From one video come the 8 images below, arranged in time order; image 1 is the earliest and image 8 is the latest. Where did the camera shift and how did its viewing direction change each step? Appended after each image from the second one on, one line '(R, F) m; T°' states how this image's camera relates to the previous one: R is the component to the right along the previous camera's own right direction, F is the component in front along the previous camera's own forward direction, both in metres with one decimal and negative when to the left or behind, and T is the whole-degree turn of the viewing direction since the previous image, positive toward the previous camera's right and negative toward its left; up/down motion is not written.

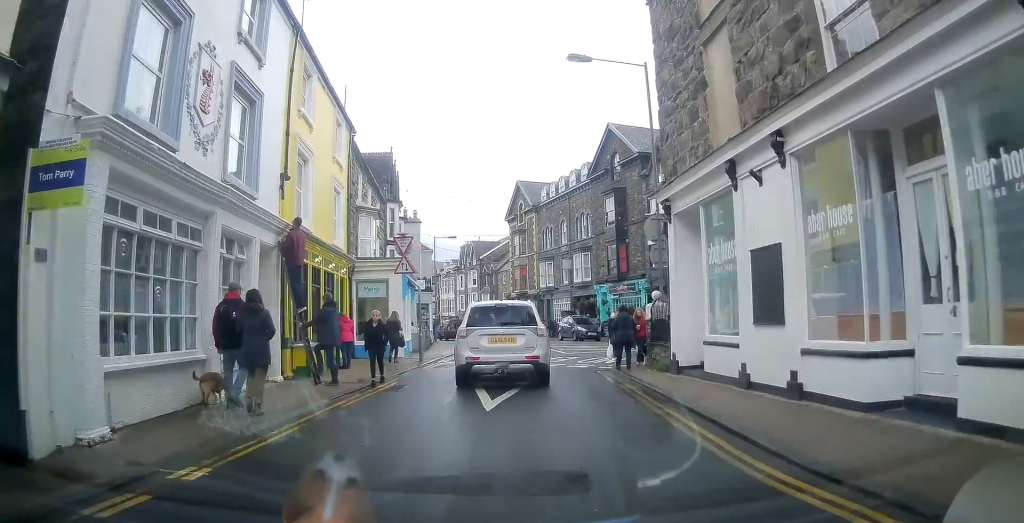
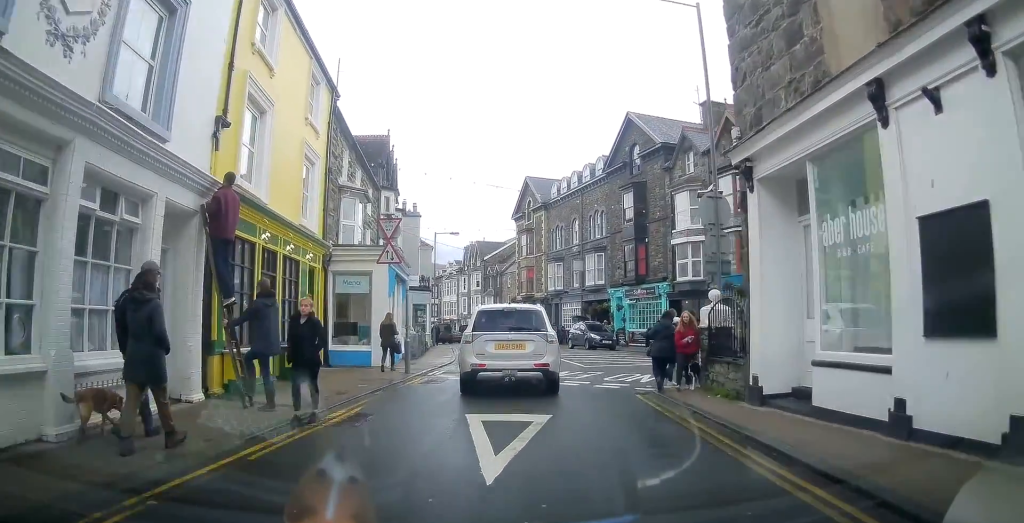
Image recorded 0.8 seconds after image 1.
(+0.1, +3.9) m; -1°
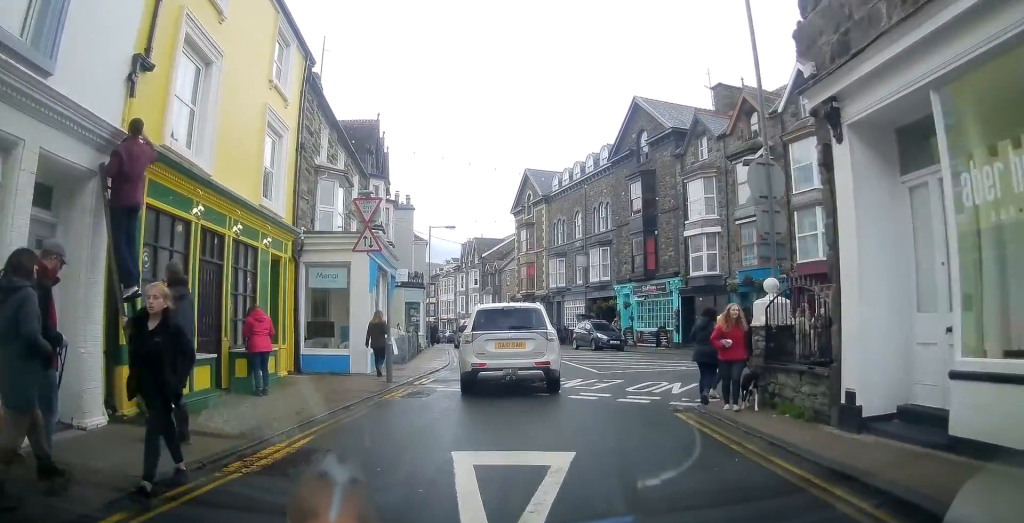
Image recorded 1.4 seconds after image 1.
(0.0, +2.6) m; -1°
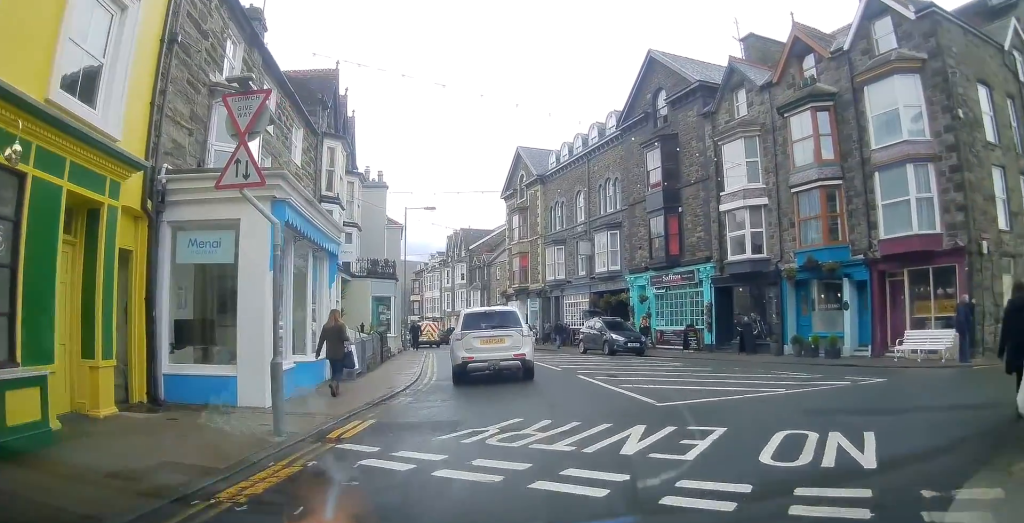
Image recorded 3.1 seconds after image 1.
(0.0, +6.5) m; +2°
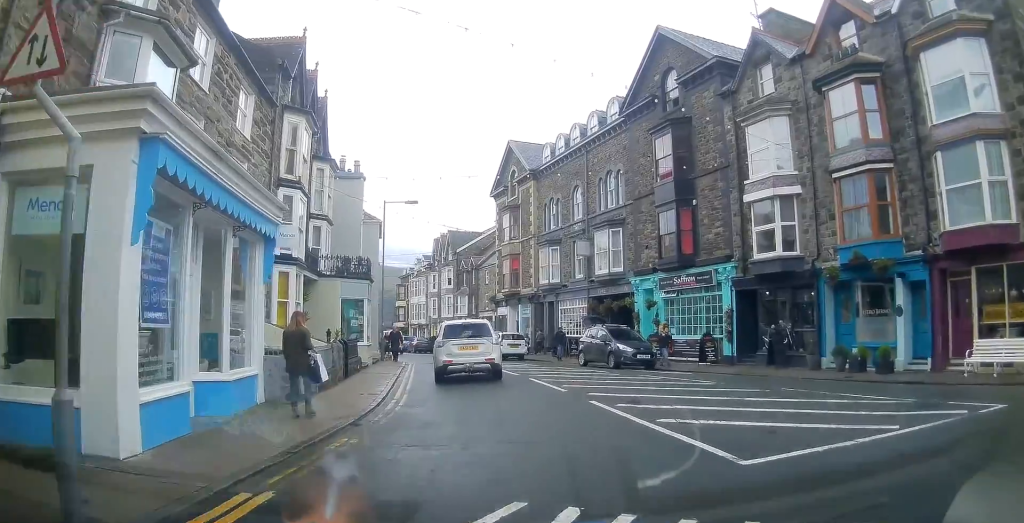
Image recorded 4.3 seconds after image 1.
(-0.1, +3.7) m; 0°
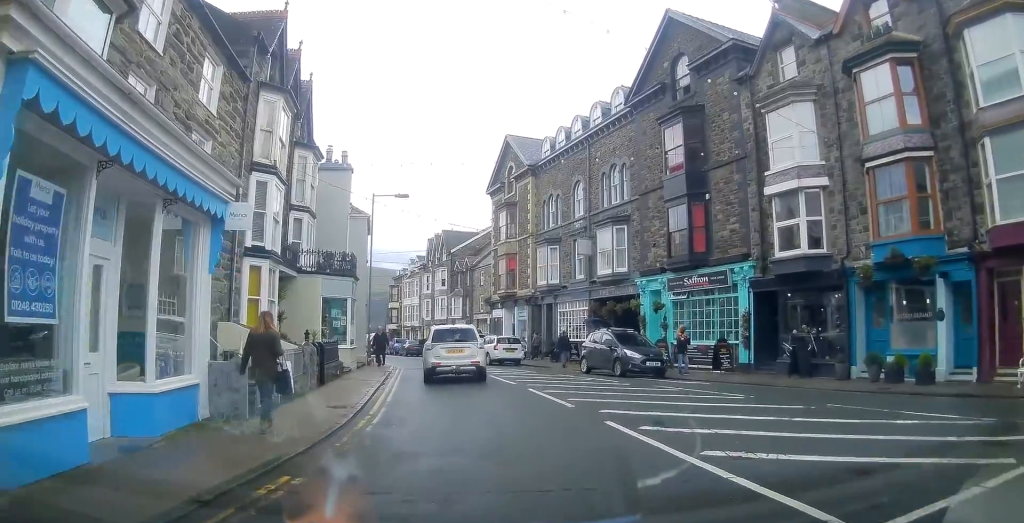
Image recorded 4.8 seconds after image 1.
(+0.1, +2.3) m; 0°
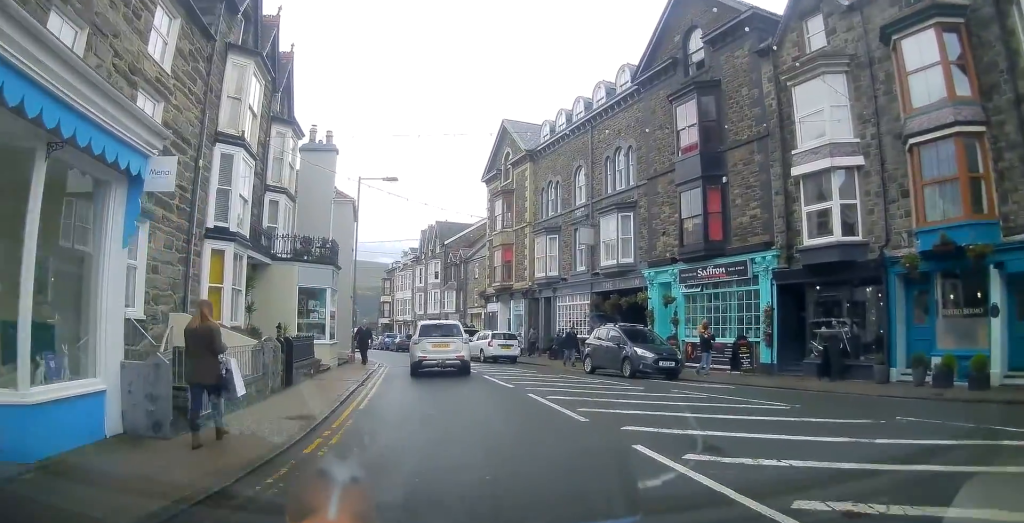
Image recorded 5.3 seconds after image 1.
(0.0, +2.2) m; 0°
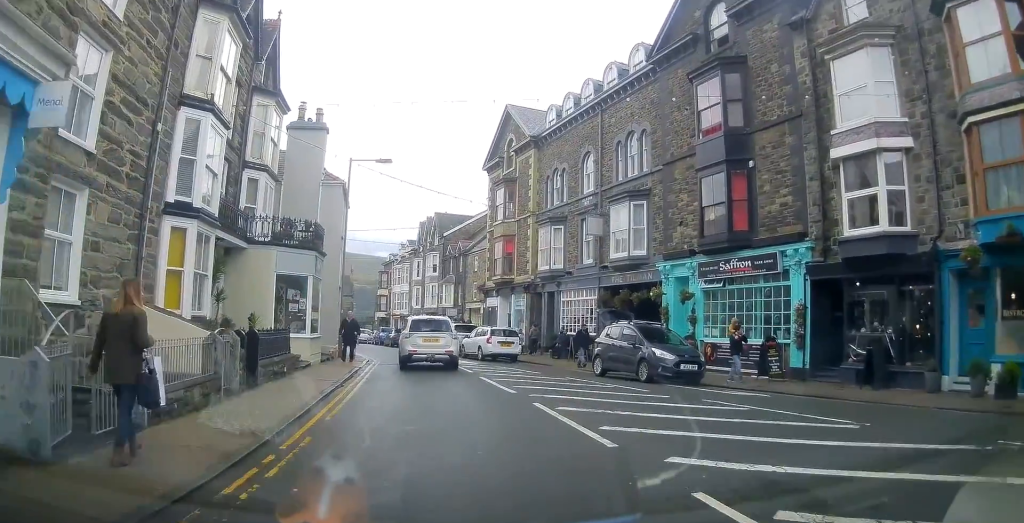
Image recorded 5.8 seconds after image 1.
(0.0, +2.3) m; -1°
